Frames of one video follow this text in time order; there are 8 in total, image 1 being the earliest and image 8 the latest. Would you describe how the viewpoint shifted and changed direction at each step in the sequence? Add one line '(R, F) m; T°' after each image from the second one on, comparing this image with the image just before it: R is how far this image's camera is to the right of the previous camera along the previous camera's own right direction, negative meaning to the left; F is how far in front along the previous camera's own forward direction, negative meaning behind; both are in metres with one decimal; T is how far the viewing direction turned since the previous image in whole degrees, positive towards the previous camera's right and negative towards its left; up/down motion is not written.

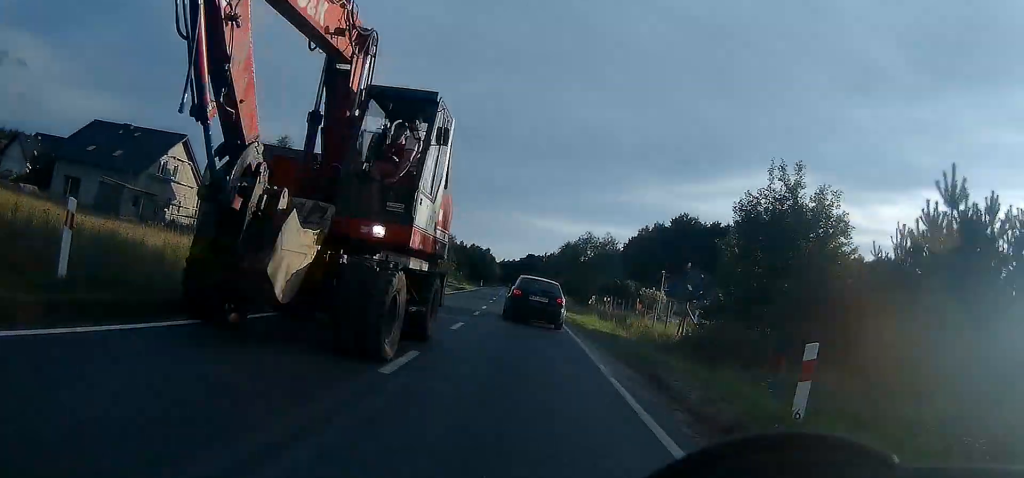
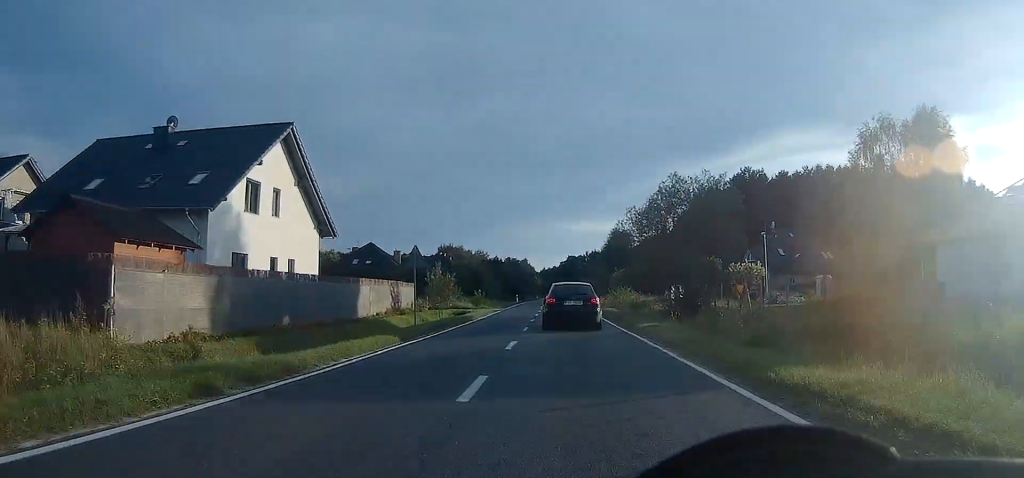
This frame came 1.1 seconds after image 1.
(-0.8, +24.4) m; -2°
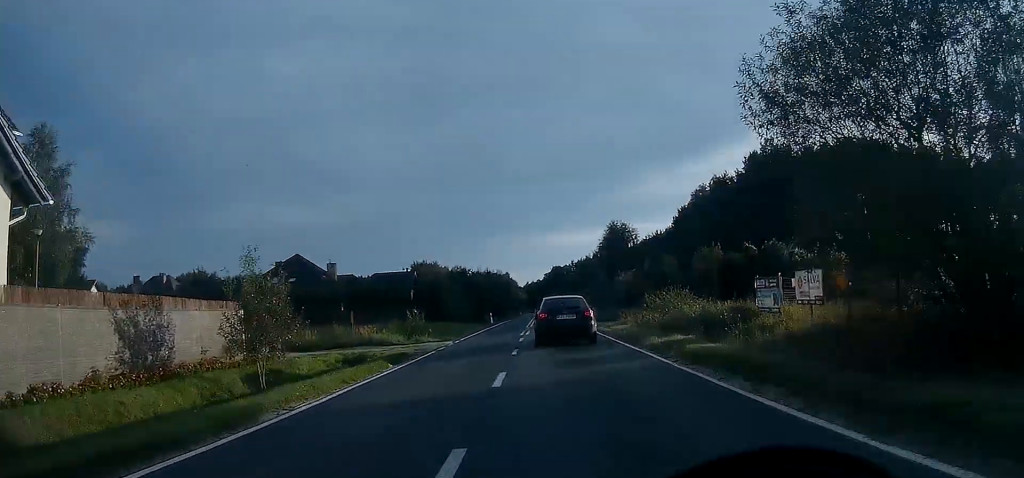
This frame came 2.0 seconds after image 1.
(-0.1, +21.4) m; 0°
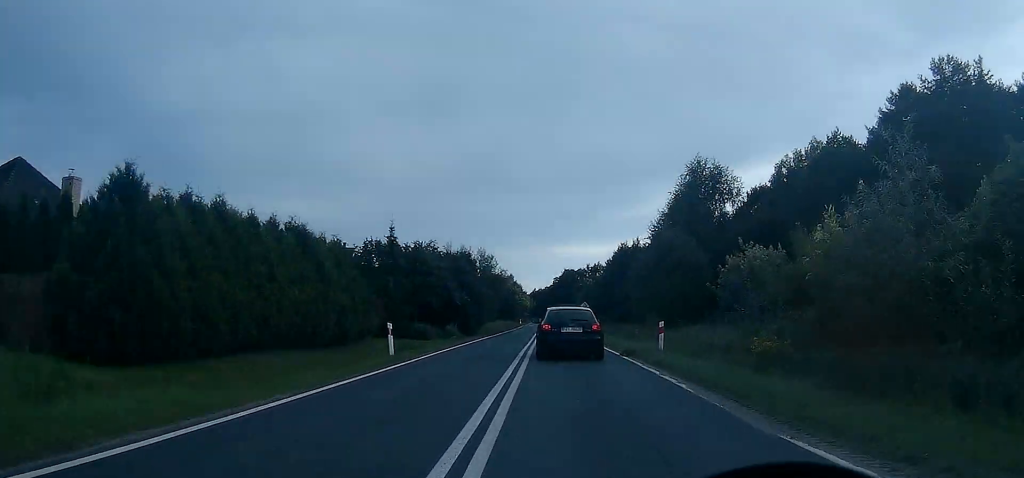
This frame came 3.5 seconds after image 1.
(-0.1, +41.6) m; 0°
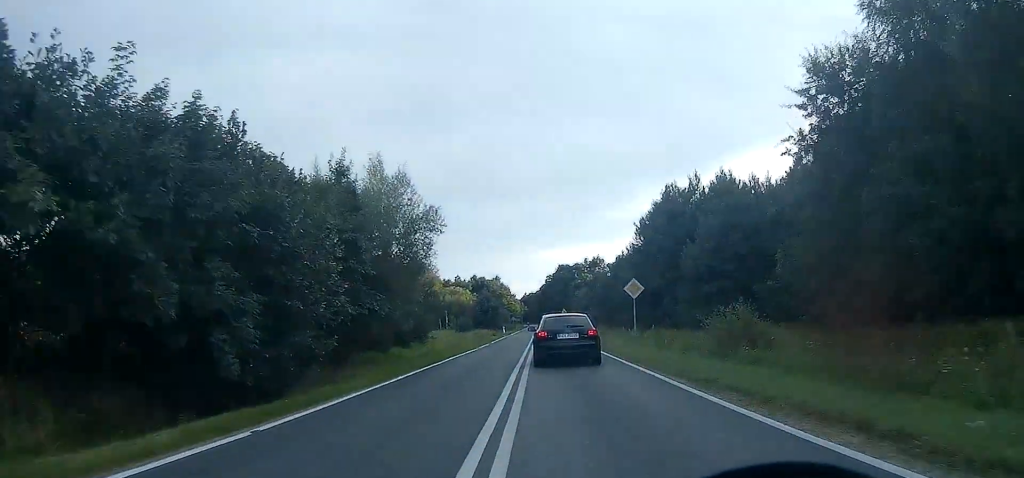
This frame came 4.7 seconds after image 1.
(+0.1, +35.0) m; 0°
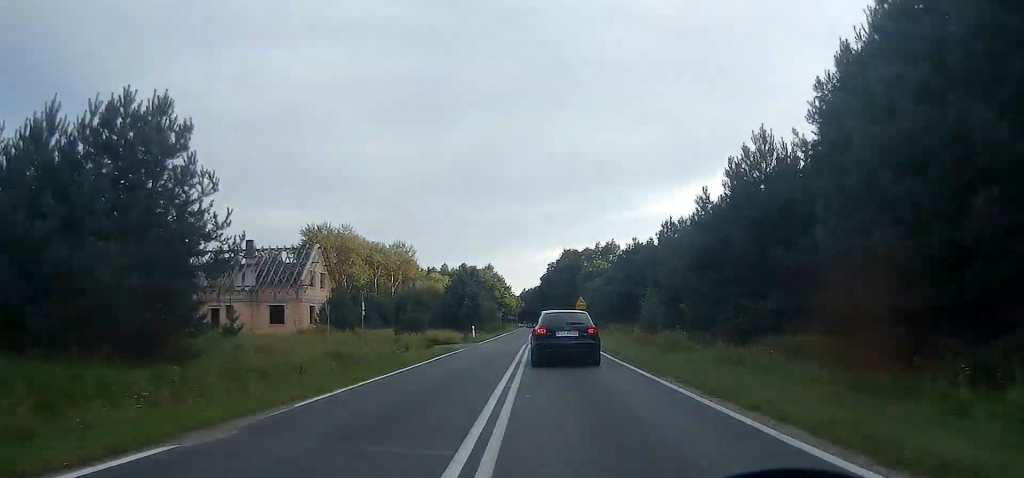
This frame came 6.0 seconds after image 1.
(0.0, +36.9) m; 0°
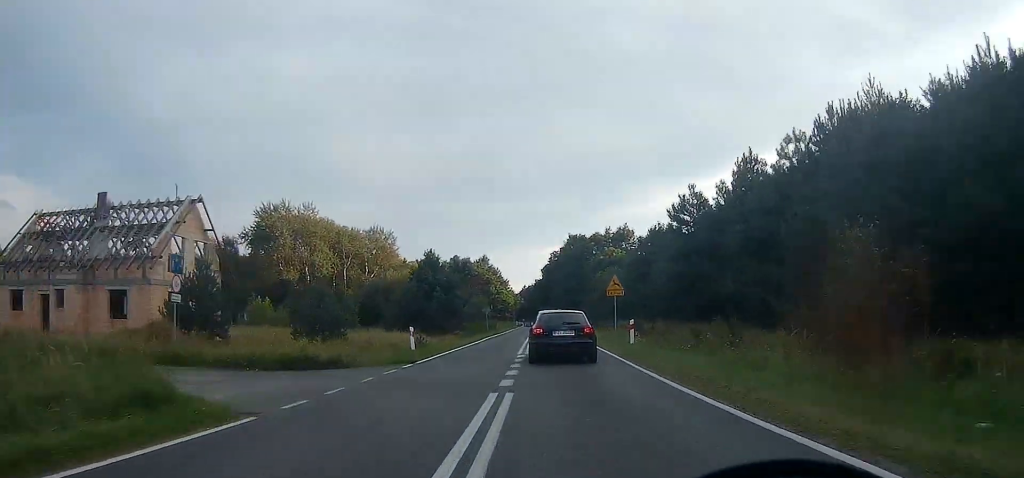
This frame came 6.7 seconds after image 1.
(0.0, +23.7) m; 0°
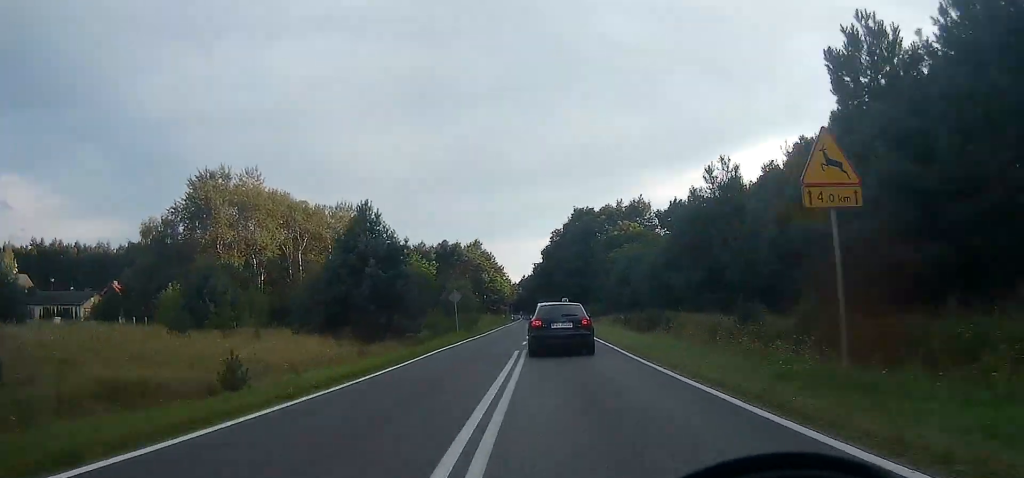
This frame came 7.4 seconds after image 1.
(0.0, +22.1) m; 0°
